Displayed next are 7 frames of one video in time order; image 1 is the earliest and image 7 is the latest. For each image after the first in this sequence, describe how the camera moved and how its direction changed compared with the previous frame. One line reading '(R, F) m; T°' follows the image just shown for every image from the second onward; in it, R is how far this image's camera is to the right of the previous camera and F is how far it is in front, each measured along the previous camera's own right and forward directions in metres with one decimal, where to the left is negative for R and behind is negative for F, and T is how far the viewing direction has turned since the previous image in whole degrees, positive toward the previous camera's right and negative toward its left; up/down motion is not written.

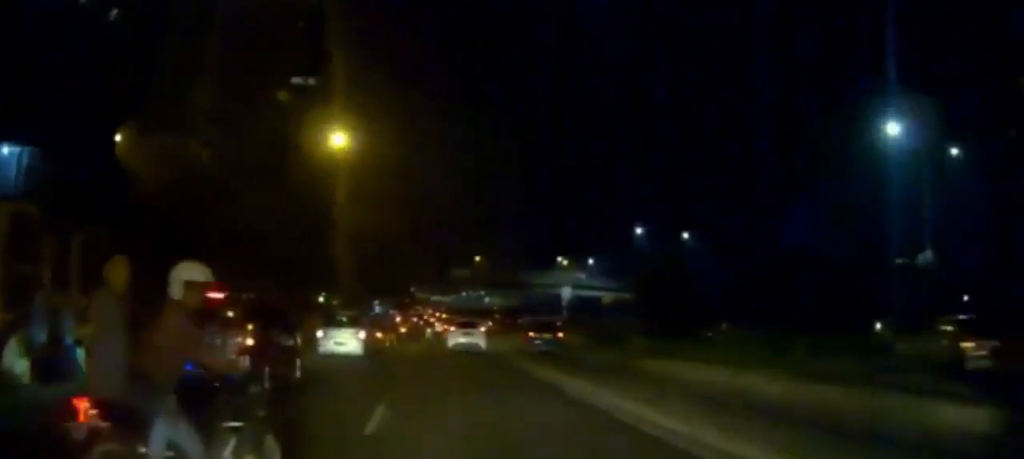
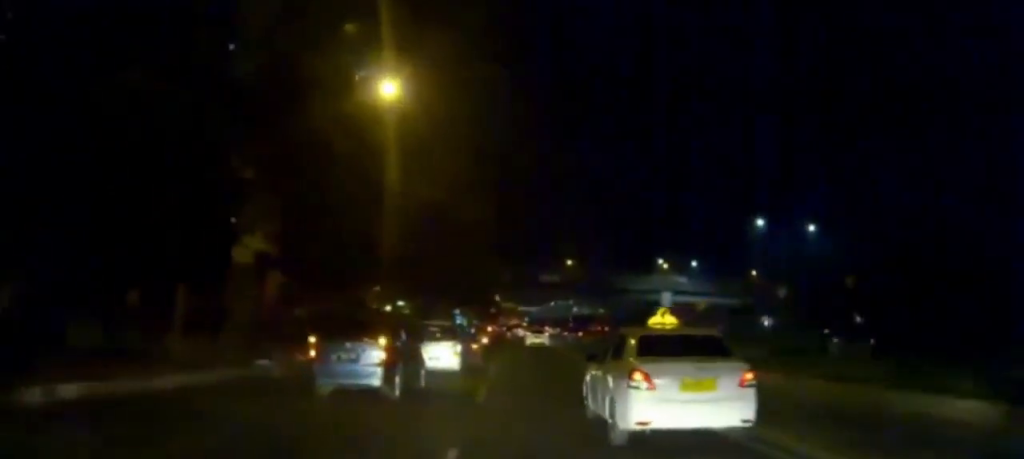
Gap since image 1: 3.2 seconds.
(-1.6, +12.3) m; -14°
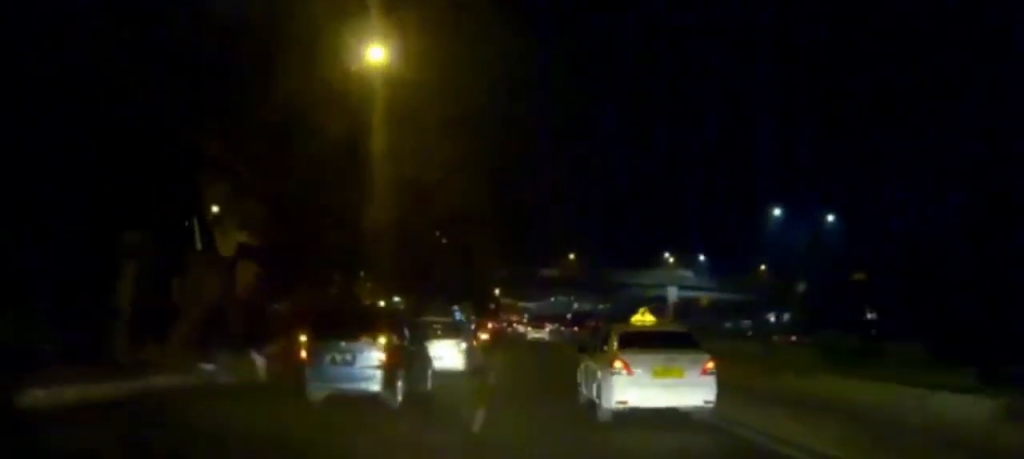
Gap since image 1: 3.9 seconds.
(-0.1, +3.1) m; -2°
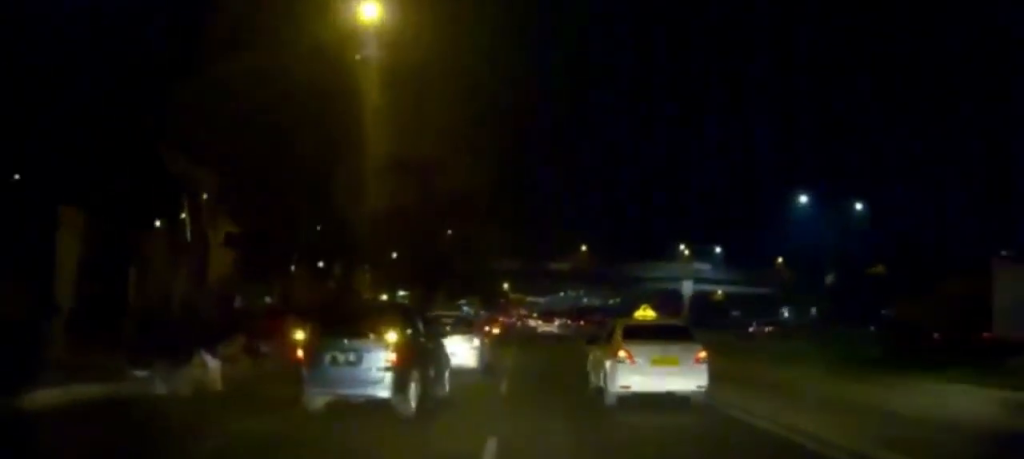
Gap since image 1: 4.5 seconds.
(0.0, +2.5) m; 0°
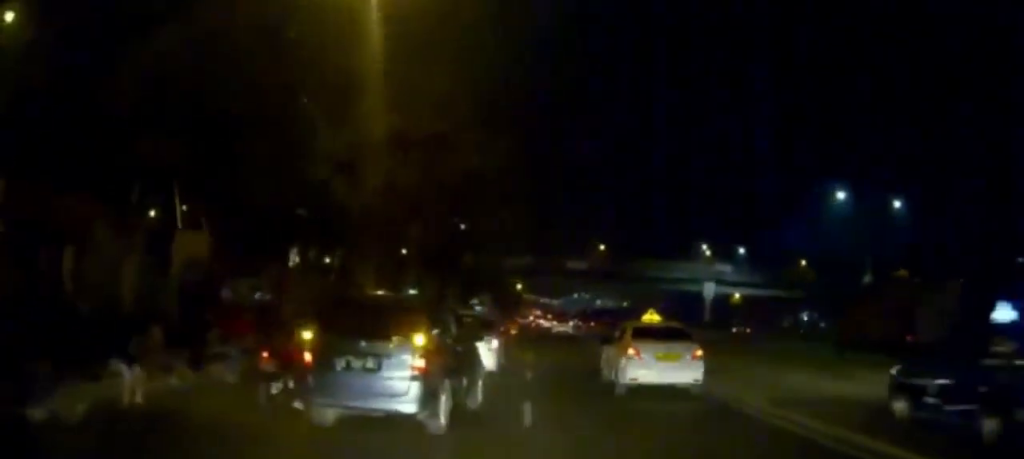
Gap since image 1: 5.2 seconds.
(0.0, +2.8) m; 0°
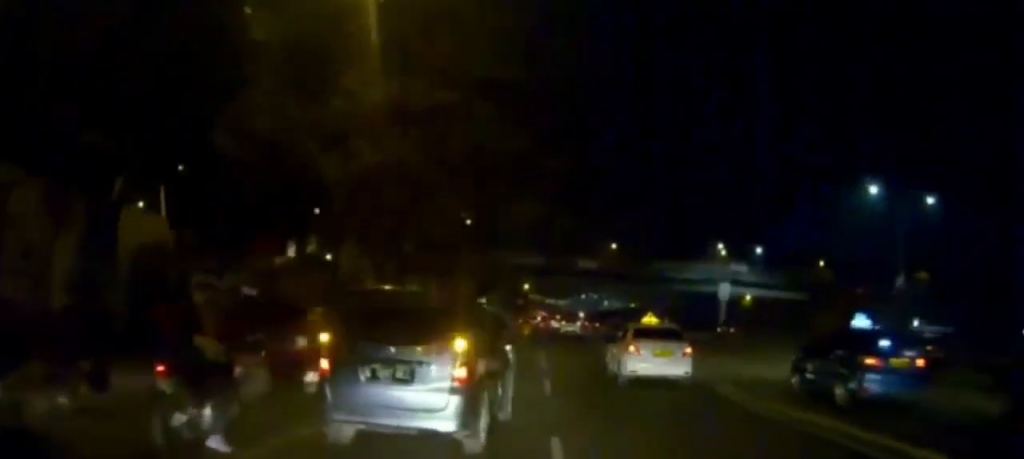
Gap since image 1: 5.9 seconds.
(0.0, +3.0) m; 0°
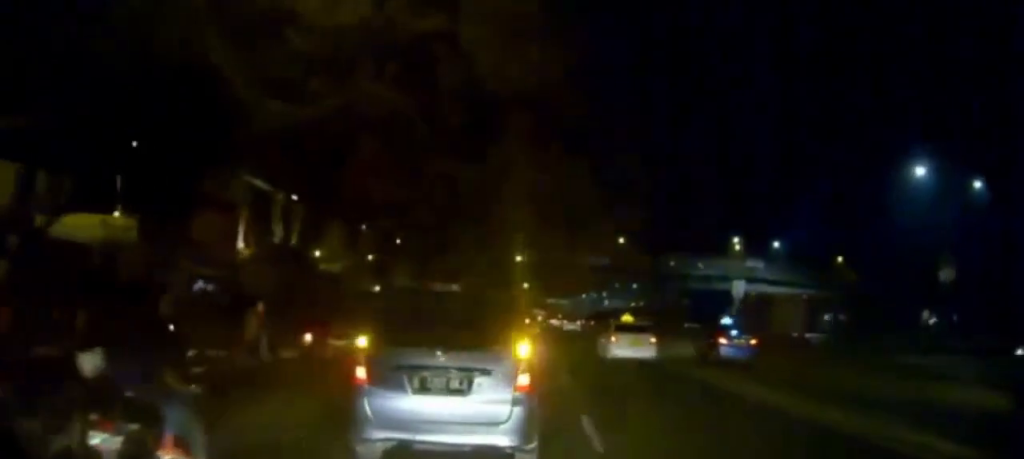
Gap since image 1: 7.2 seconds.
(0.0, +5.9) m; +2°
